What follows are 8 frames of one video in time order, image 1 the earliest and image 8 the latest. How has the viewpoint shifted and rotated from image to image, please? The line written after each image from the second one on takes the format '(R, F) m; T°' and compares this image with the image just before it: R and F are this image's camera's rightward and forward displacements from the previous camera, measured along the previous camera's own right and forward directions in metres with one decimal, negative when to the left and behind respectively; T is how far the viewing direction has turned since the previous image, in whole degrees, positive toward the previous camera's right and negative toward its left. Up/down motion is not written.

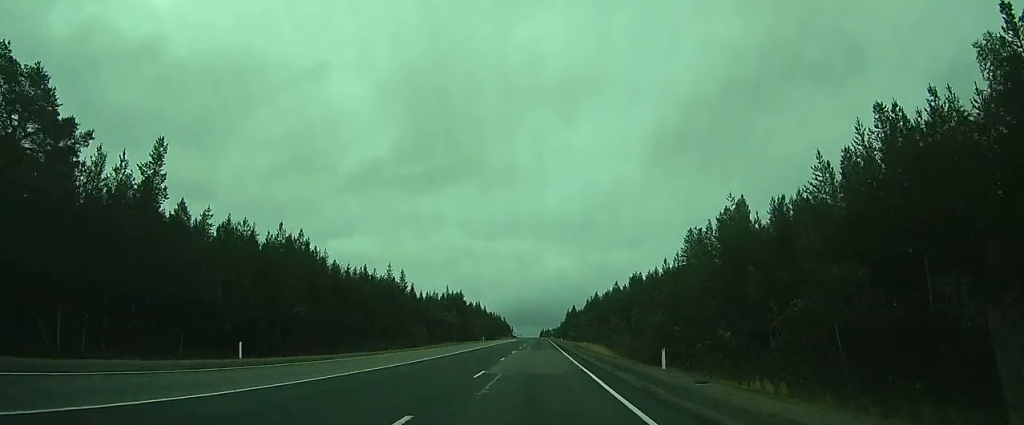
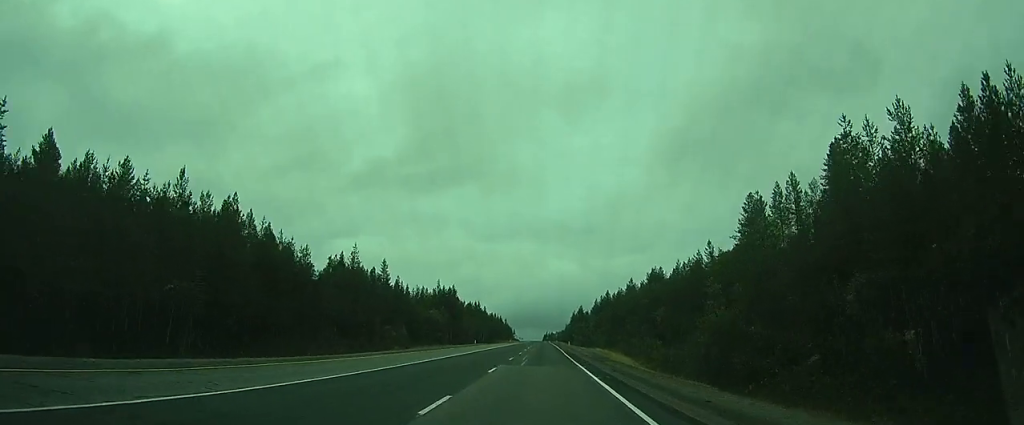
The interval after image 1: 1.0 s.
(+0.2, +21.8) m; +1°
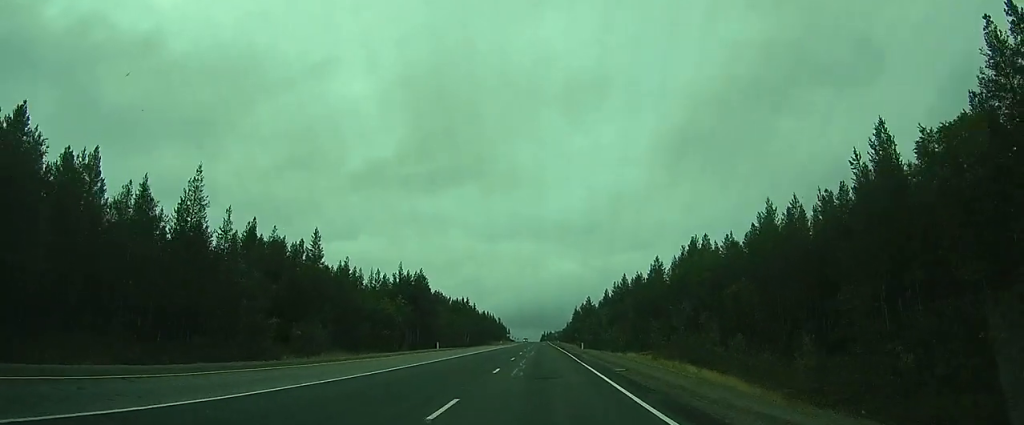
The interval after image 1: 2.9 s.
(+0.4, +39.5) m; +1°
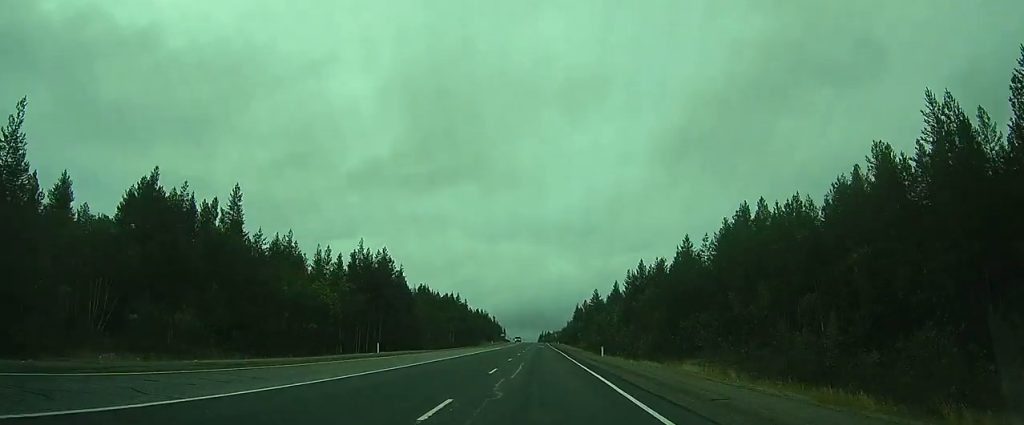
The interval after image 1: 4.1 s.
(-0.1, +24.4) m; 0°
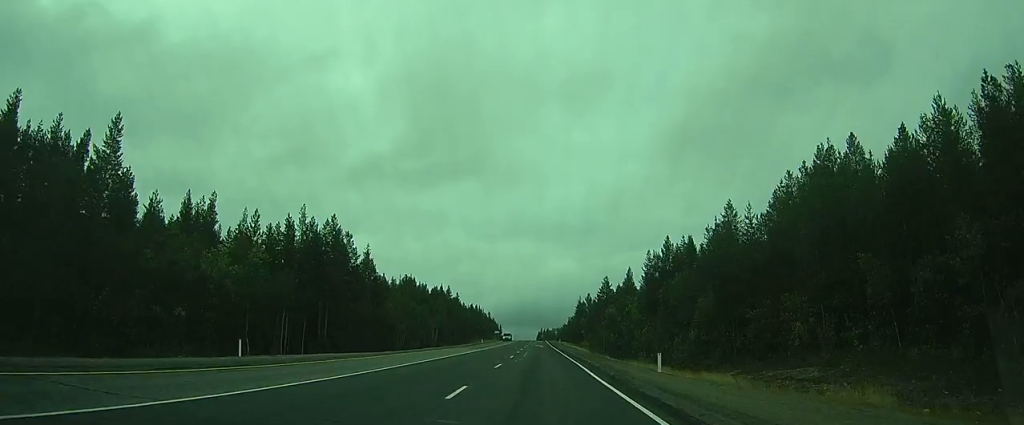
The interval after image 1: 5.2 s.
(-0.1, +19.4) m; 0°
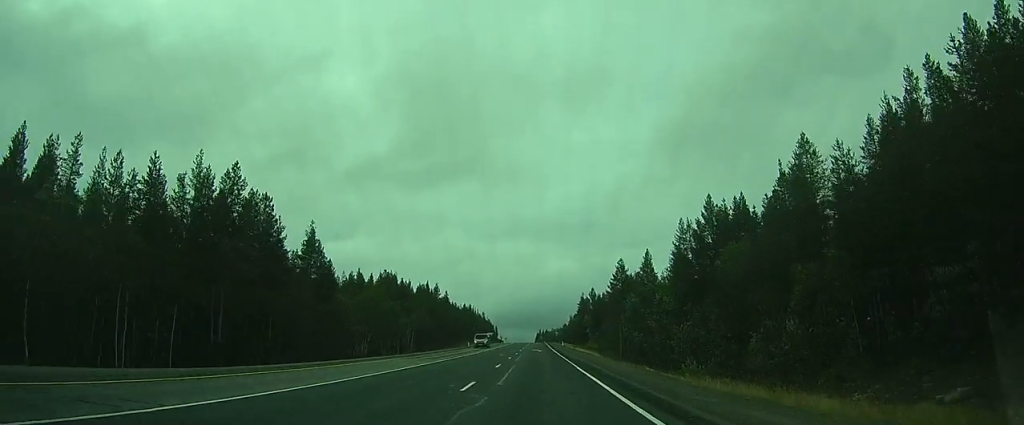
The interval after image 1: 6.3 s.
(0.0, +19.1) m; +1°
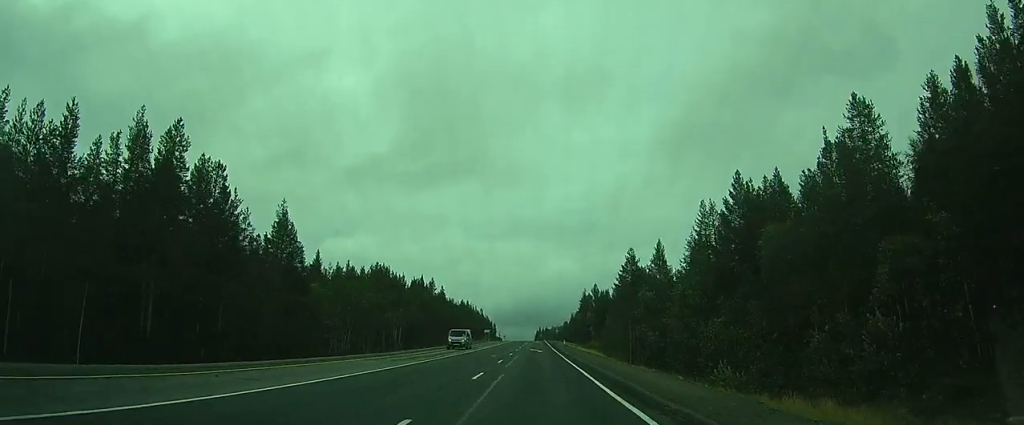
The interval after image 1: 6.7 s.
(-0.1, +7.5) m; +1°
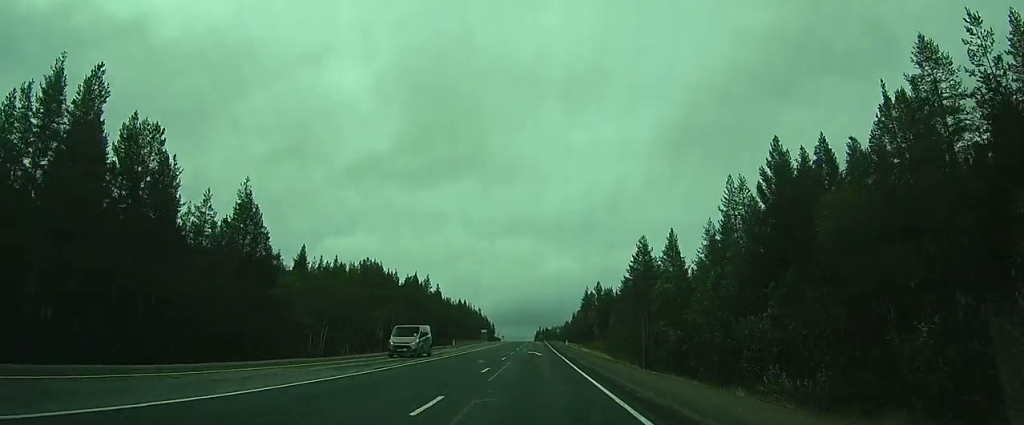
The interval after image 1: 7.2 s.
(+0.2, +8.1) m; +1°
